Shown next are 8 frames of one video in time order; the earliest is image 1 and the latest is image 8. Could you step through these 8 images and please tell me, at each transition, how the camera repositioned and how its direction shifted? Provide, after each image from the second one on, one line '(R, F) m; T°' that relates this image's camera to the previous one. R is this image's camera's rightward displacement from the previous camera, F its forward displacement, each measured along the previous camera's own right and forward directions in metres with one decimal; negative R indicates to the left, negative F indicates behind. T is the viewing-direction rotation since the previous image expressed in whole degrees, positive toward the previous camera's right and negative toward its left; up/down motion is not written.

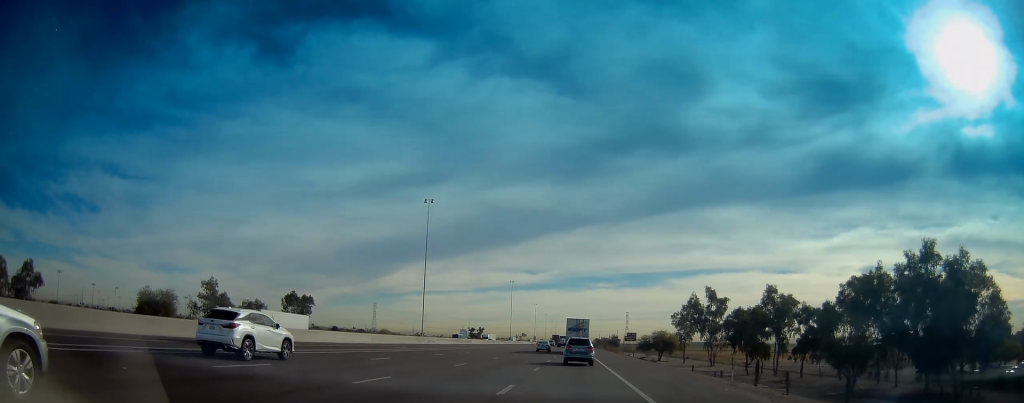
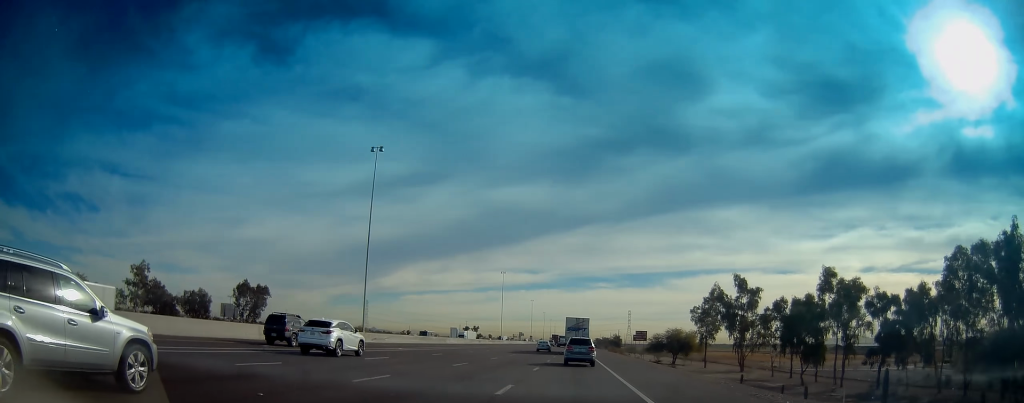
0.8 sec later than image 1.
(0.0, +24.1) m; 0°
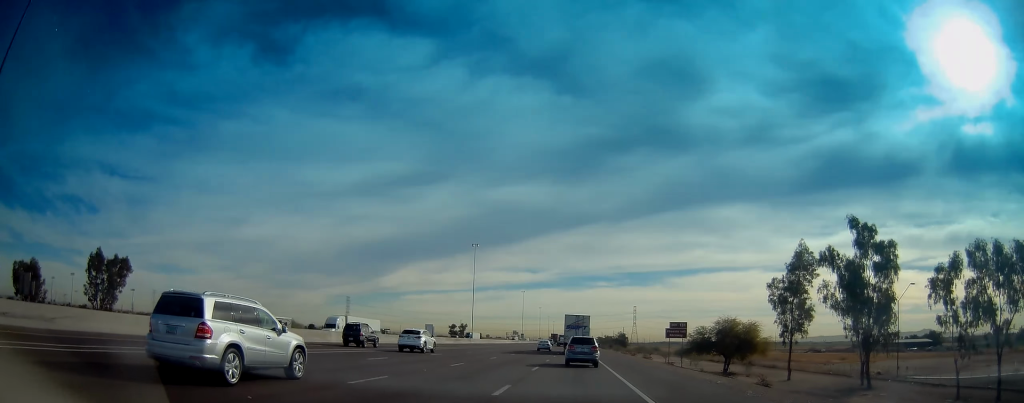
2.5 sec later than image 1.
(0.0, +48.9) m; 0°
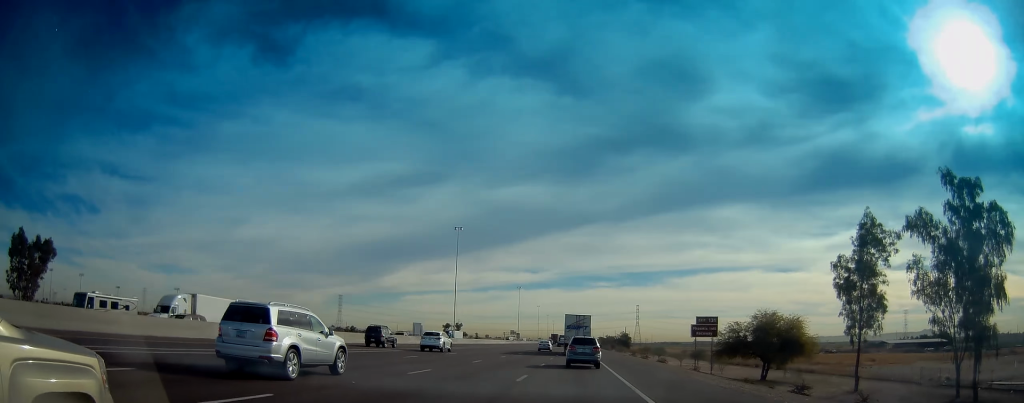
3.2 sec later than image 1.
(-0.1, +19.2) m; 0°
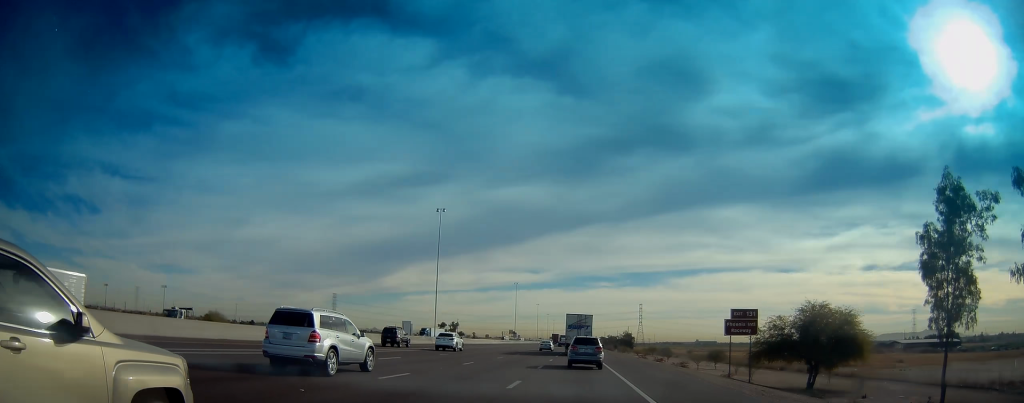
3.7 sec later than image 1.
(-0.1, +15.3) m; 0°
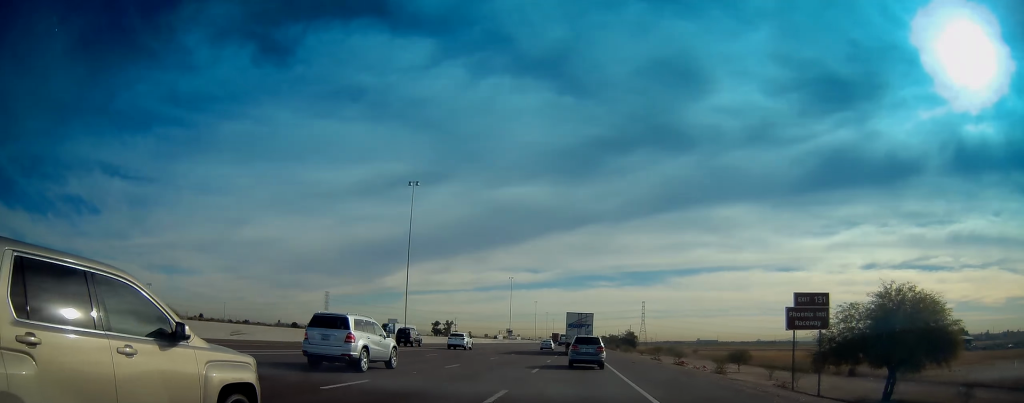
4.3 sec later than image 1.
(0.0, +16.2) m; 0°
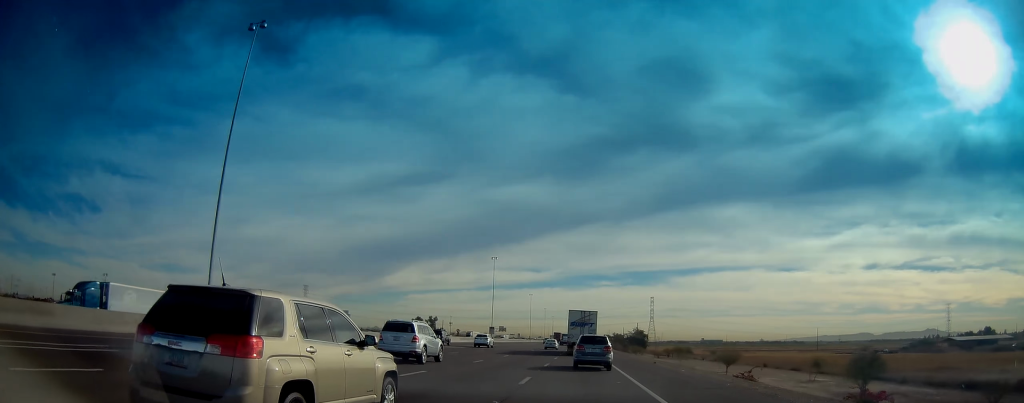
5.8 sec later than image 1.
(0.0, +43.5) m; 0°
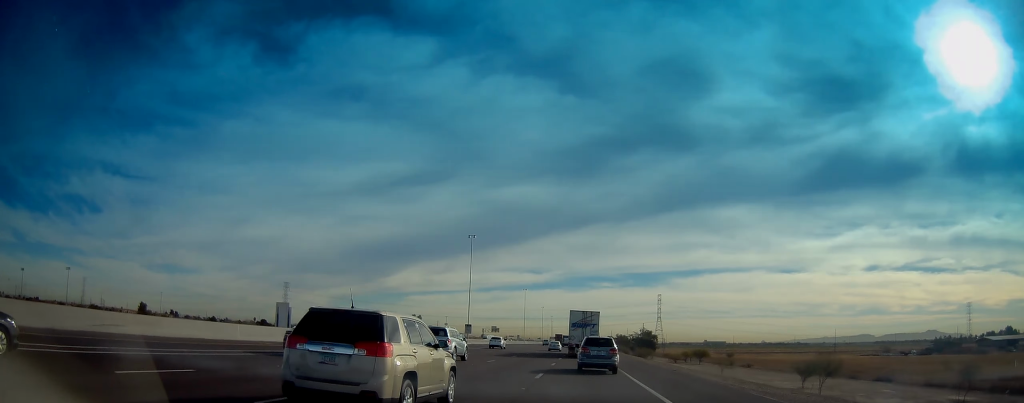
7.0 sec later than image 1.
(+0.1, +32.9) m; +1°
